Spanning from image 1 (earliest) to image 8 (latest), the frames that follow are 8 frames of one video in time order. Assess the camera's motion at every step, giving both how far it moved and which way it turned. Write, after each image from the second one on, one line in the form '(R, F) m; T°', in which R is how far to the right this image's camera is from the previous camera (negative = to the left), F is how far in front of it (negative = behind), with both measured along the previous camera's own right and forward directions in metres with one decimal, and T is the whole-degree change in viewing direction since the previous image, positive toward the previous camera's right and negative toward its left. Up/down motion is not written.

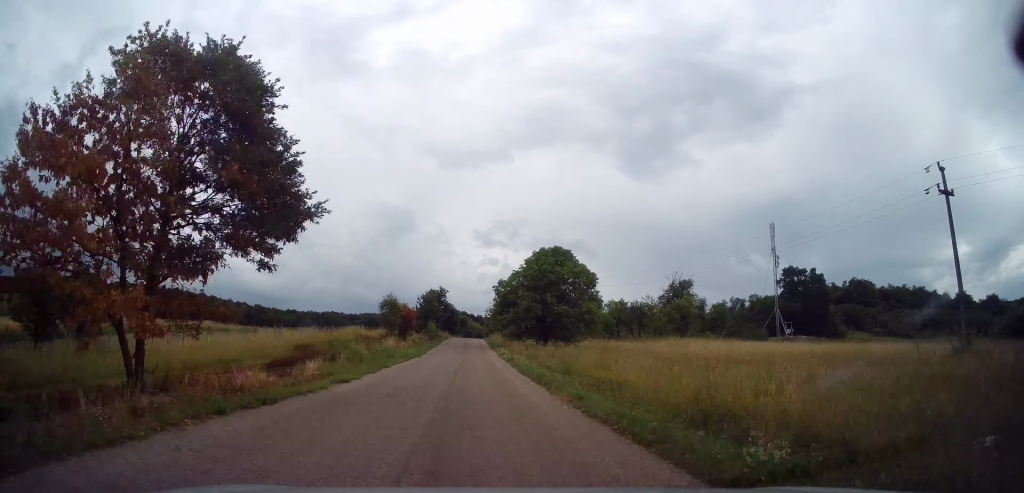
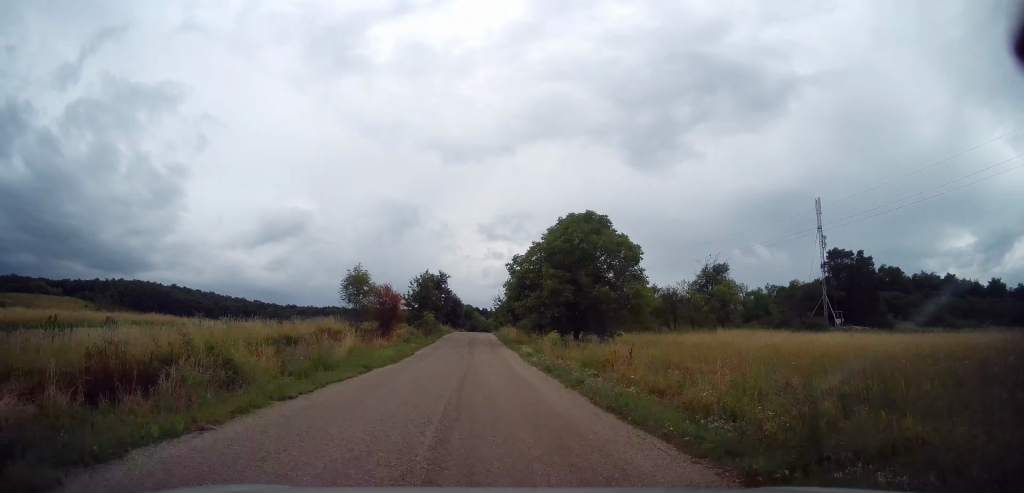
(0.0, +16.2) m; -1°
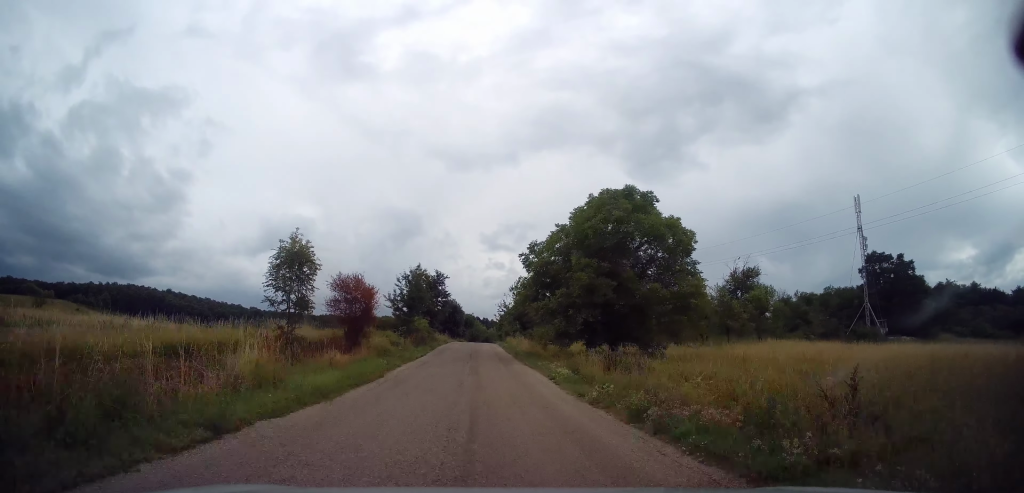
(-0.2, +11.6) m; 0°
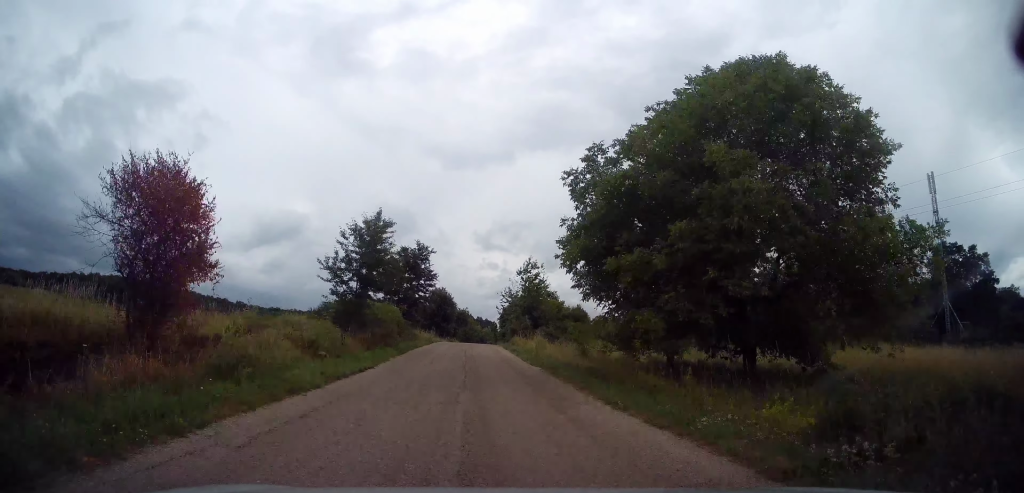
(0.0, +18.1) m; +1°
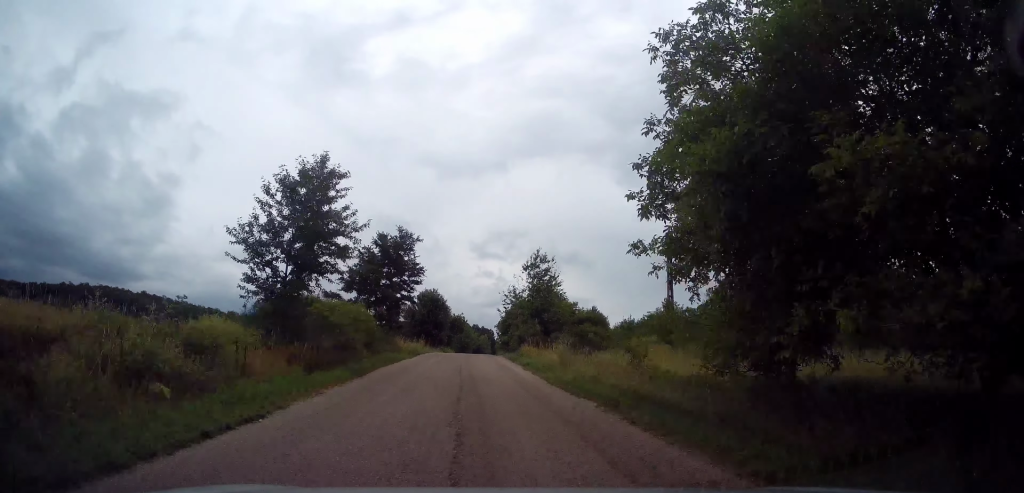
(0.0, +9.2) m; +1°
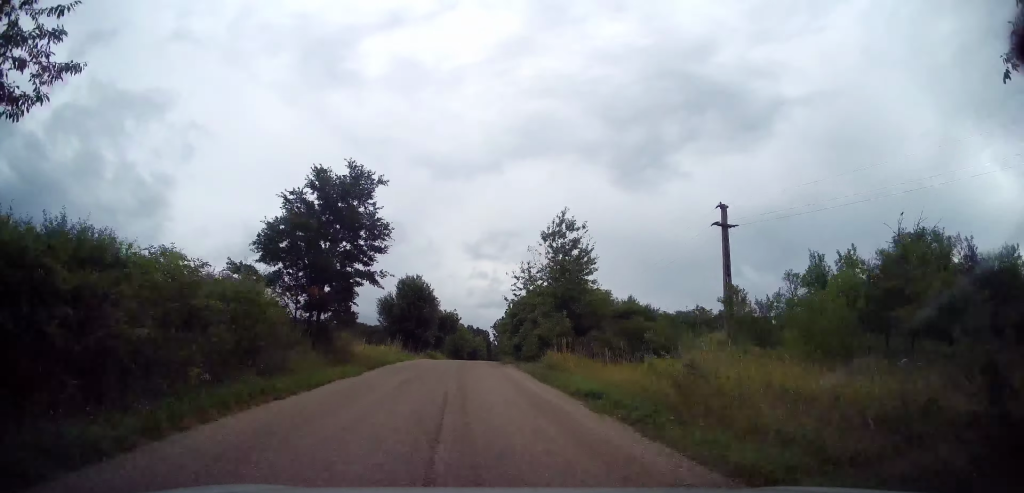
(+0.1, +12.7) m; +1°
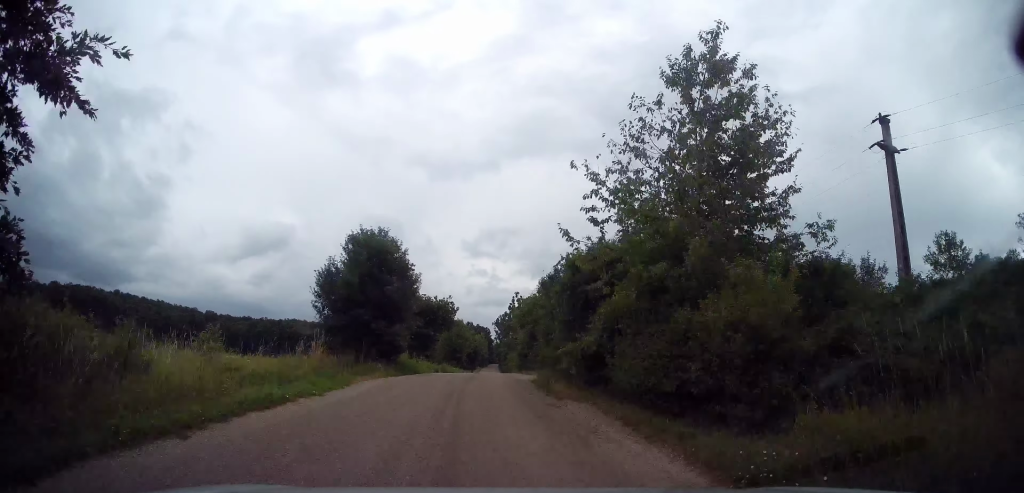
(+0.1, +17.3) m; 0°
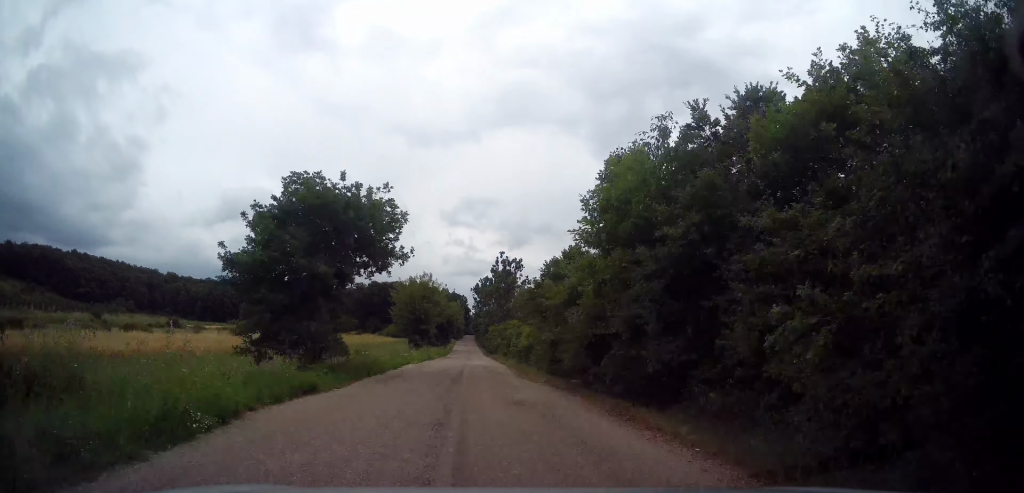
(+0.6, +26.5) m; +2°
